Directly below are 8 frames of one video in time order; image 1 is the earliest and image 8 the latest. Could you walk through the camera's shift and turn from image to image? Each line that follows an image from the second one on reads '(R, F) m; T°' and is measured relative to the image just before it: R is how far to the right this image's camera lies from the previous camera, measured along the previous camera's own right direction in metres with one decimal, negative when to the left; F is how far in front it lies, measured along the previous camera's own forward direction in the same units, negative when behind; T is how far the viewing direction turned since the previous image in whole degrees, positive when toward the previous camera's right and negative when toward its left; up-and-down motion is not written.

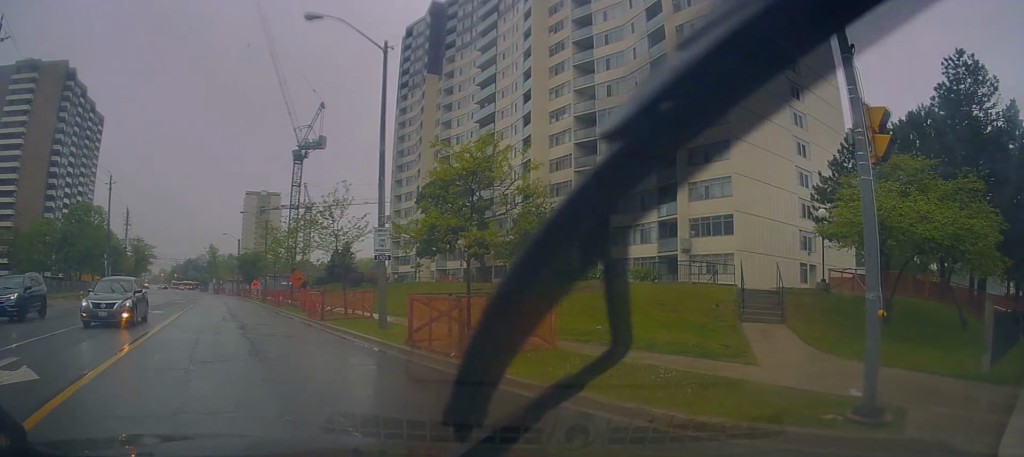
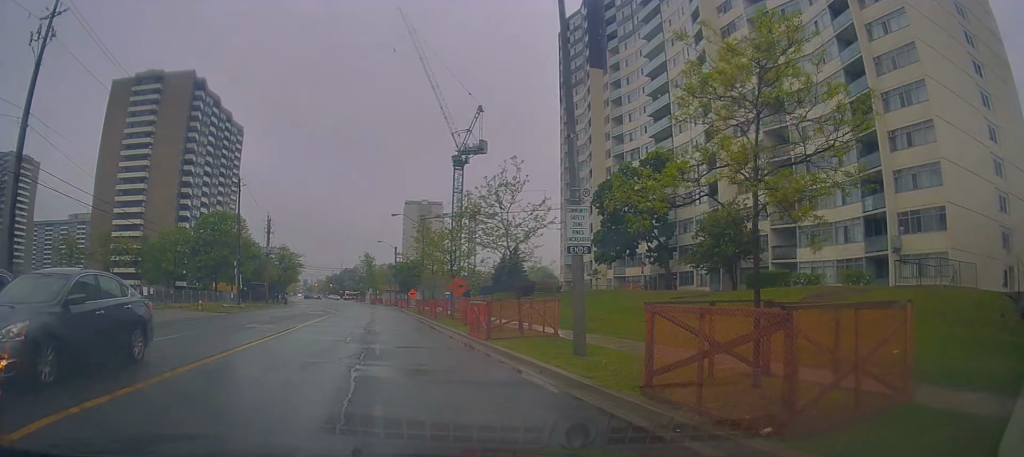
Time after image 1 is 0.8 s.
(-1.0, +6.5) m; -10°
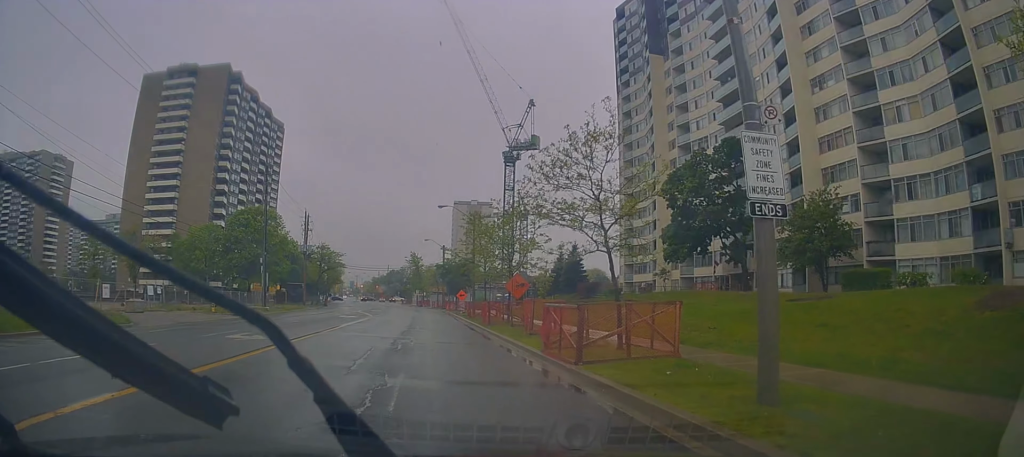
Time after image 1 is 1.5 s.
(-0.3, +6.8) m; -2°
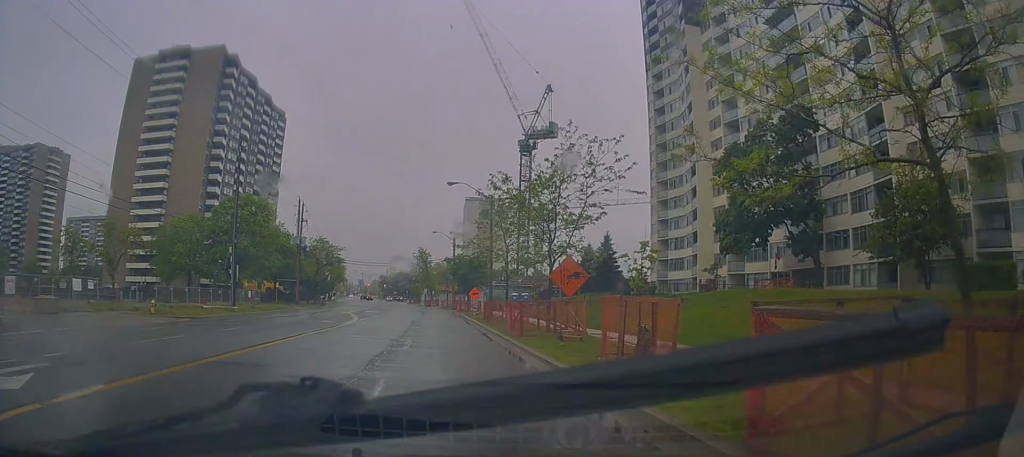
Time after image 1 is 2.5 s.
(-0.2, +10.4) m; -1°
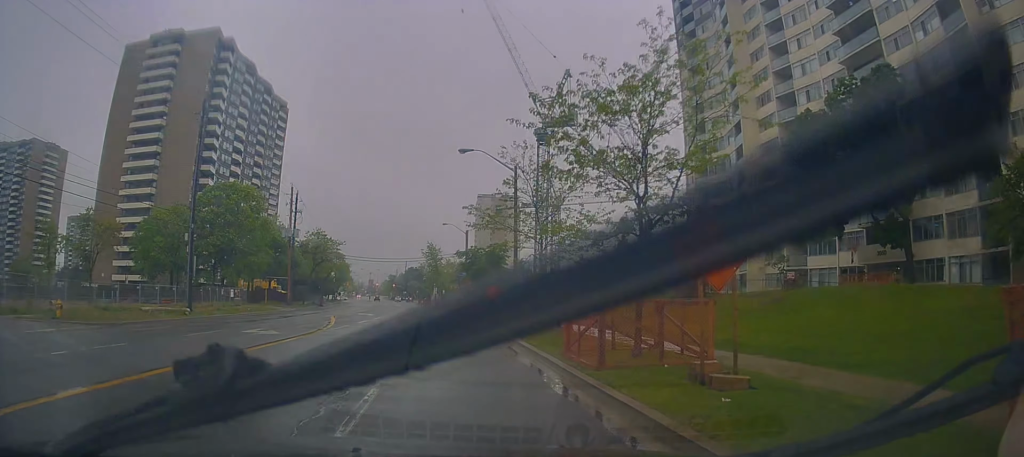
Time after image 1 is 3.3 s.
(0.0, +9.7) m; 0°
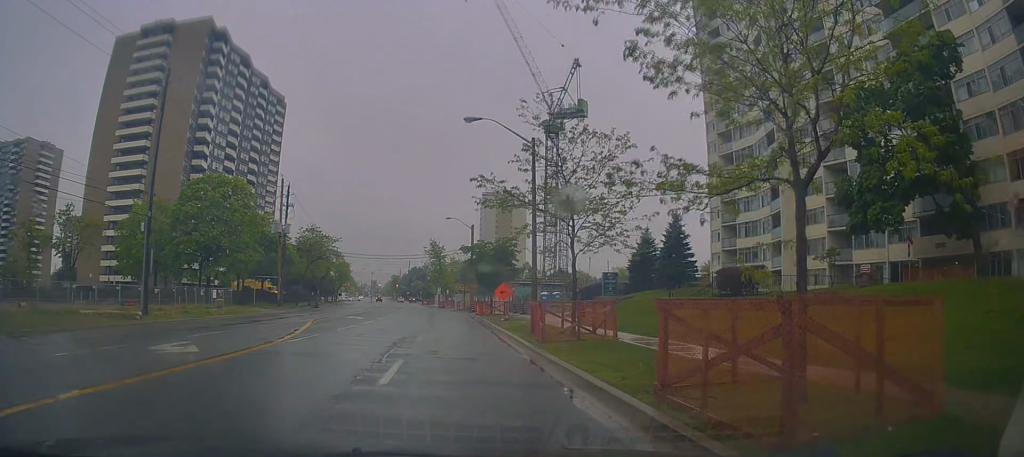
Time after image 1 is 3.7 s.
(+0.1, +5.9) m; 0°
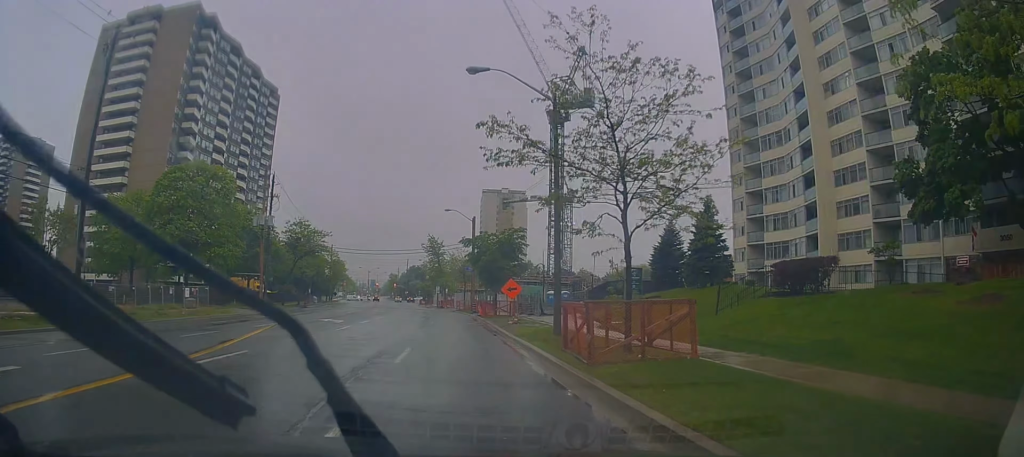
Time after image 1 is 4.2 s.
(-0.1, +6.2) m; -1°
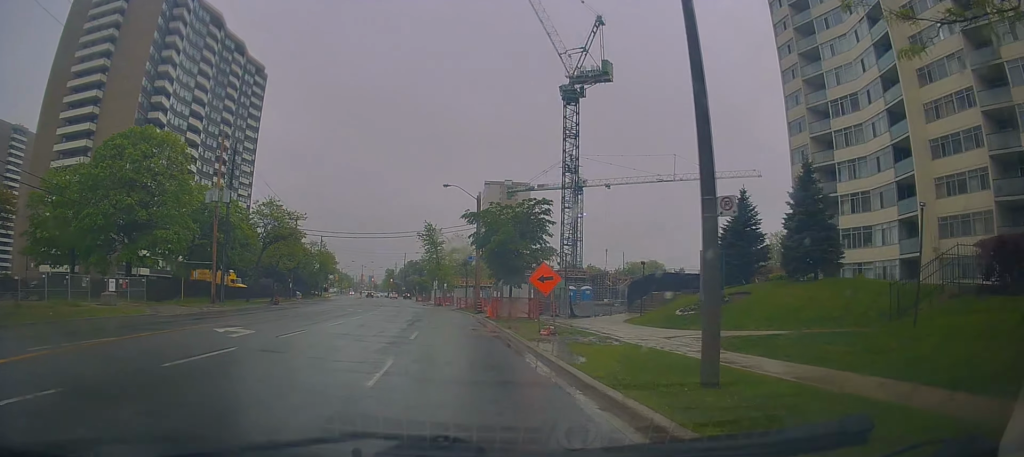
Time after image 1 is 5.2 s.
(-0.2, +12.5) m; -2°
